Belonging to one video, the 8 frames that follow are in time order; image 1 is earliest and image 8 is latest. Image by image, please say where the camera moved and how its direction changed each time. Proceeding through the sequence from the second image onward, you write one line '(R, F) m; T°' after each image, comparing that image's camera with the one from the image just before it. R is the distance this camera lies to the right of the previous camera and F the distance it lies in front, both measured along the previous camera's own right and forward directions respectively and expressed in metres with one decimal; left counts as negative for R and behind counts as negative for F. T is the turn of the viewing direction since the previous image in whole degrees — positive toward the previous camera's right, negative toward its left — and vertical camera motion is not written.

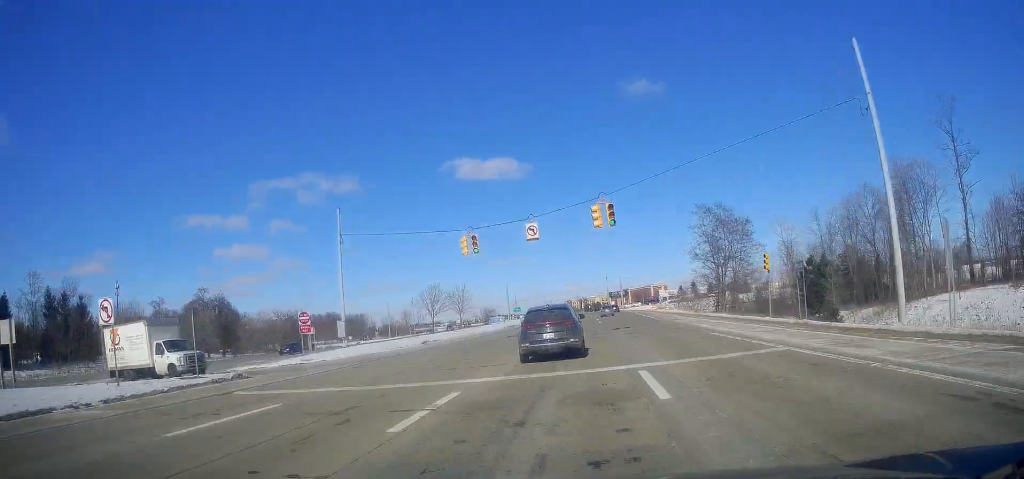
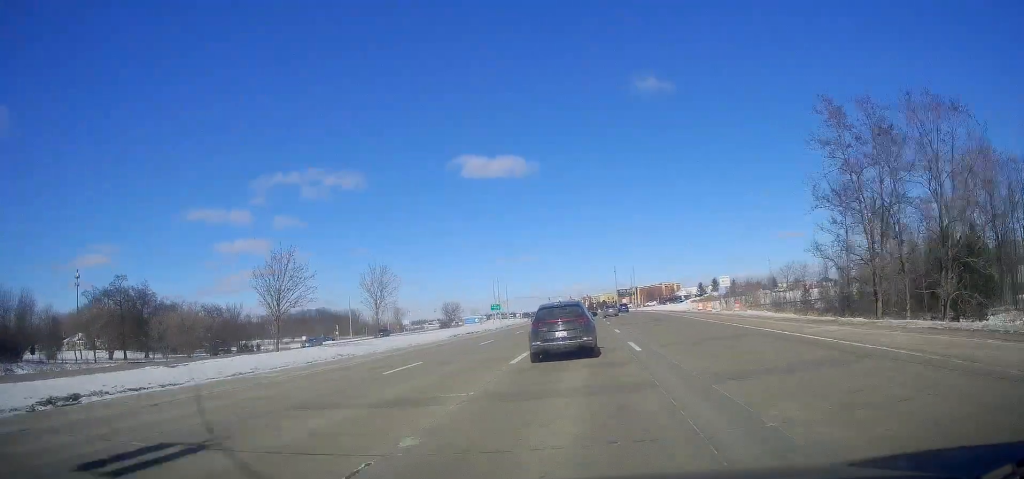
(-0.7, +38.4) m; -1°
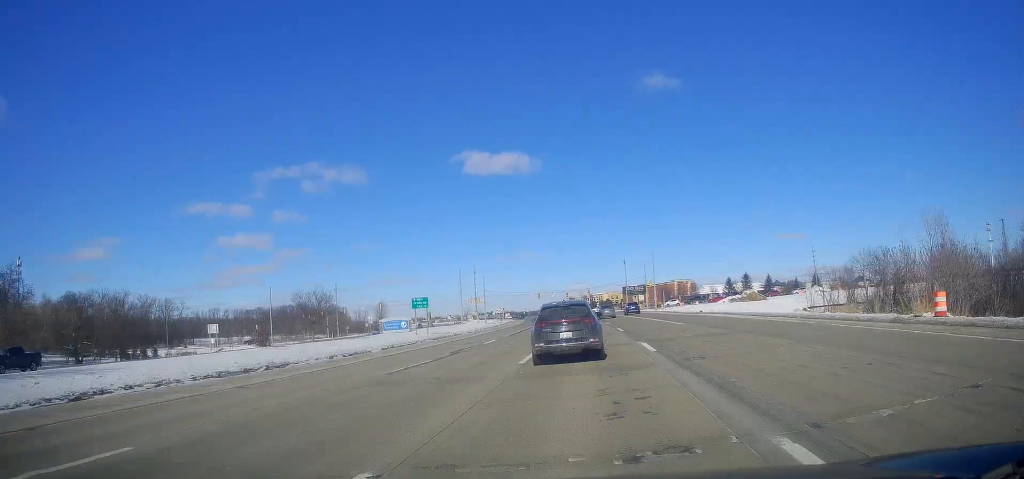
(+0.5, +46.4) m; +1°
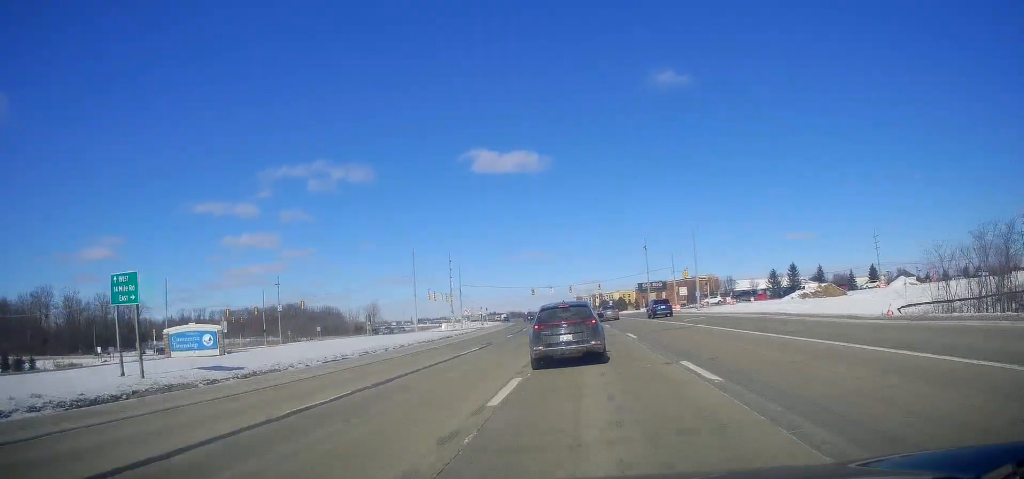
(-0.8, +39.0) m; -1°
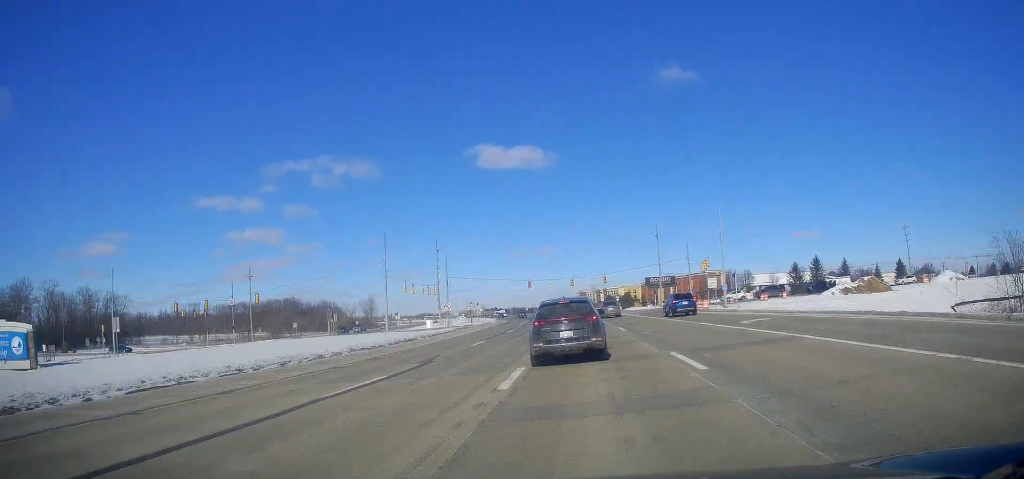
(-0.2, +14.4) m; 0°
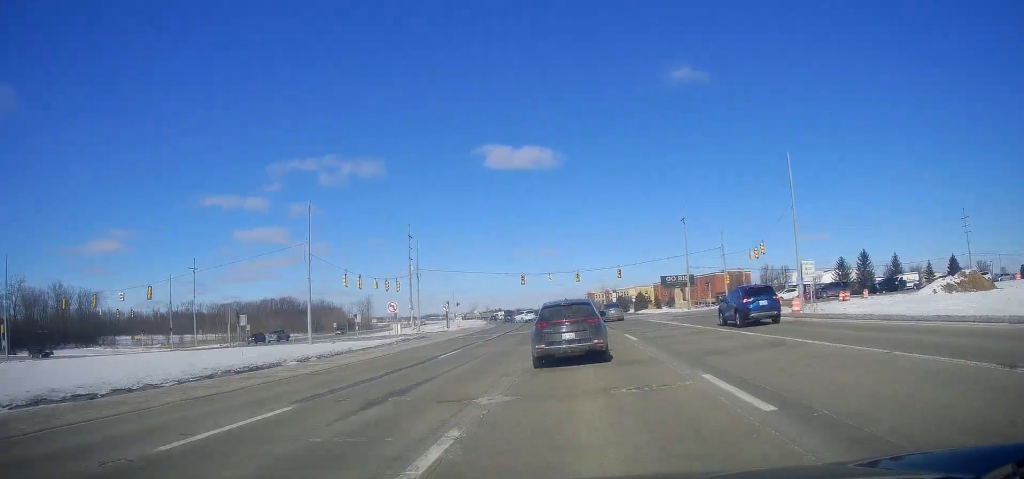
(+0.3, +23.2) m; 0°
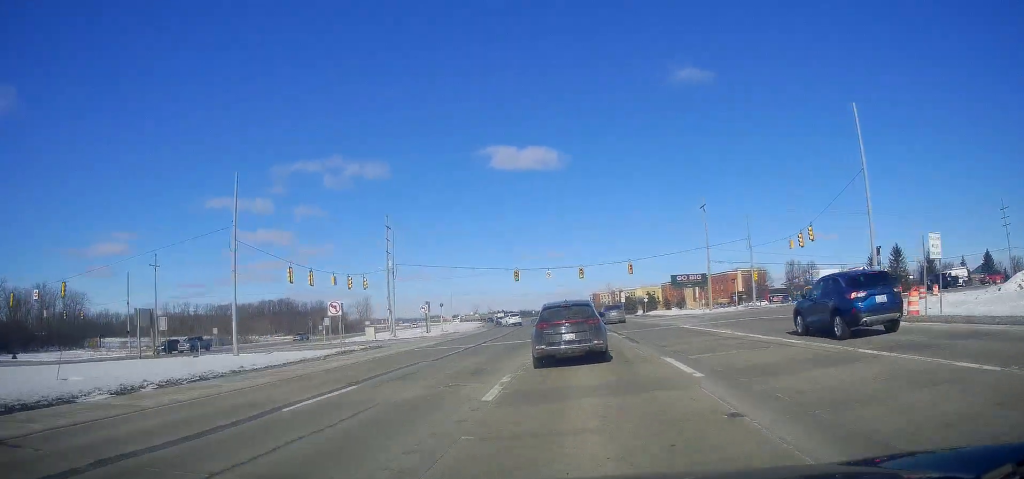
(0.0, +12.7) m; -1°
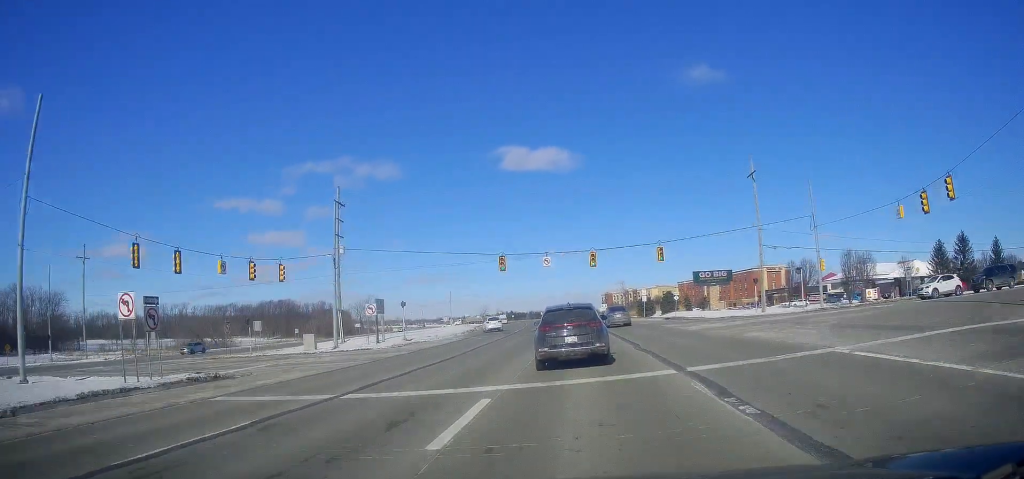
(-0.5, +19.6) m; -2°
